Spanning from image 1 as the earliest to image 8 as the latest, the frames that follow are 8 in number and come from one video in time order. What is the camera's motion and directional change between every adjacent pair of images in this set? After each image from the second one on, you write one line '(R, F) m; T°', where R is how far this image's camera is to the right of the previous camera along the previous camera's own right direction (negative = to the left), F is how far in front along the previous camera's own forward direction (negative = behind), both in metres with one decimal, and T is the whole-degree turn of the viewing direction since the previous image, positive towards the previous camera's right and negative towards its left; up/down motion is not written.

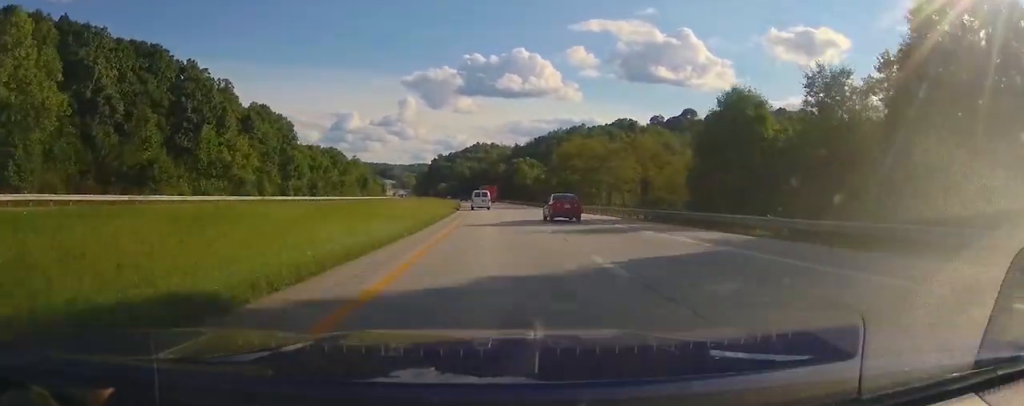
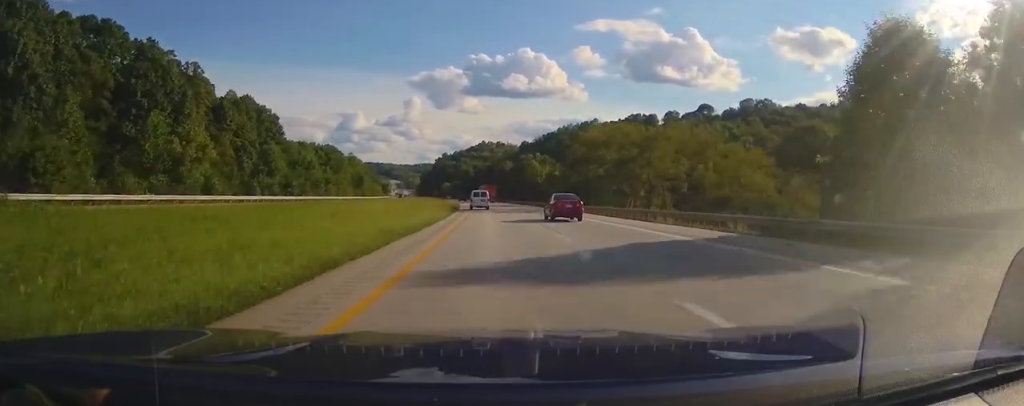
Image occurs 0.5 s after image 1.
(-0.1, +17.1) m; 0°
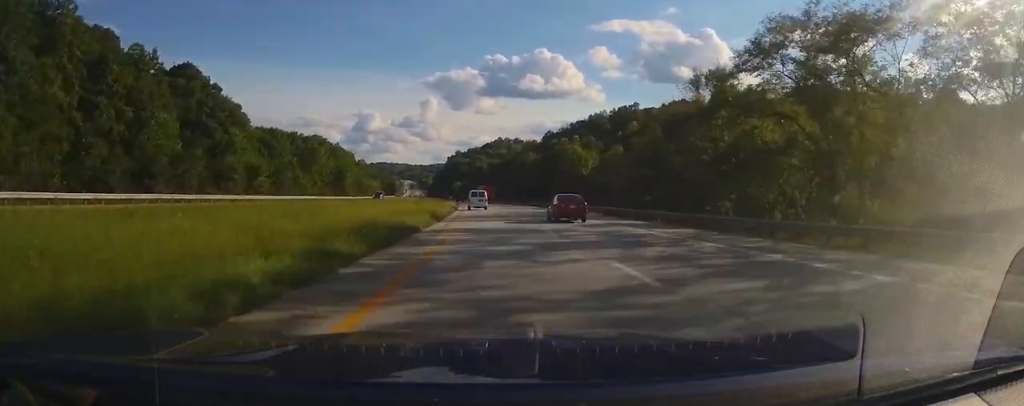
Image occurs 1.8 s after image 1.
(-0.5, +44.8) m; -1°
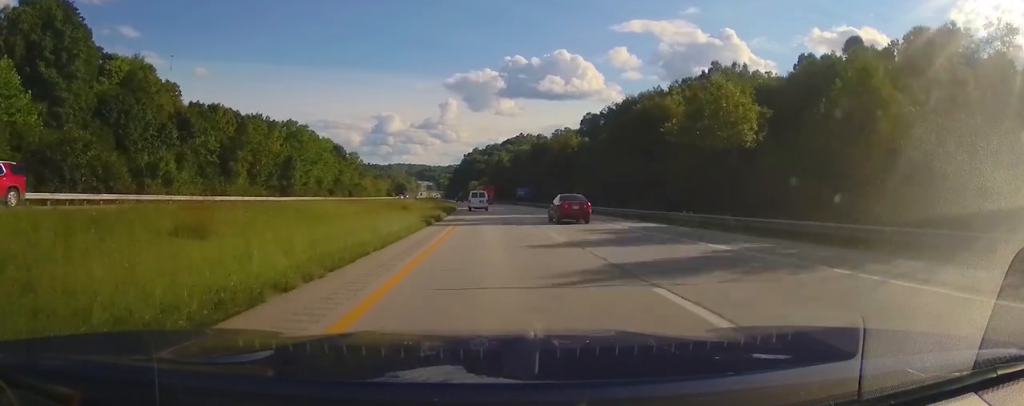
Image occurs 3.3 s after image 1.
(-1.2, +51.8) m; -3°
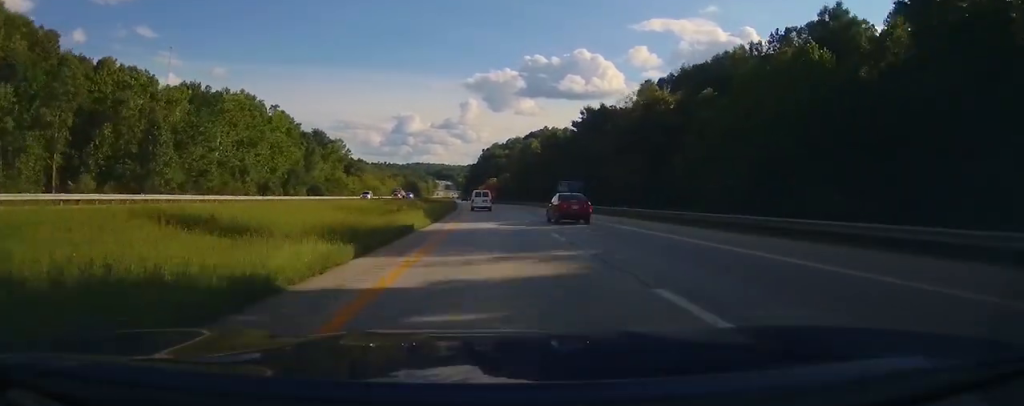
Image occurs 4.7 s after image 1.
(-1.0, +48.7) m; -2°
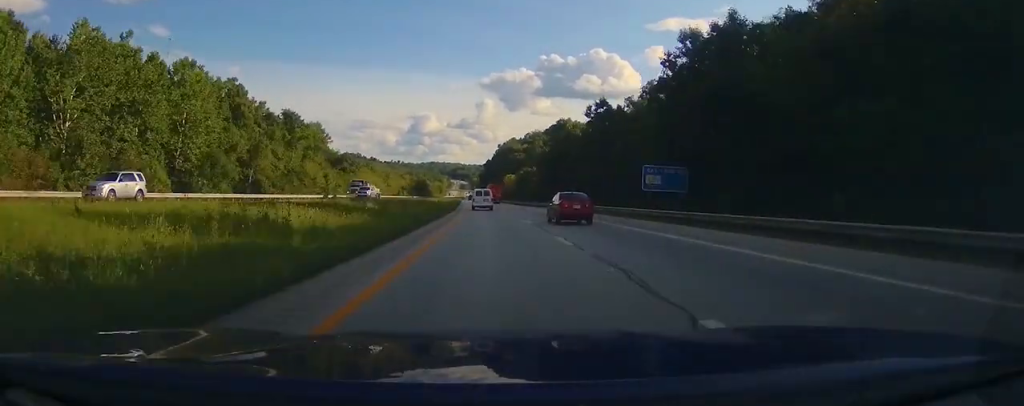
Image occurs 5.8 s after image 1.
(-0.4, +38.6) m; -1°
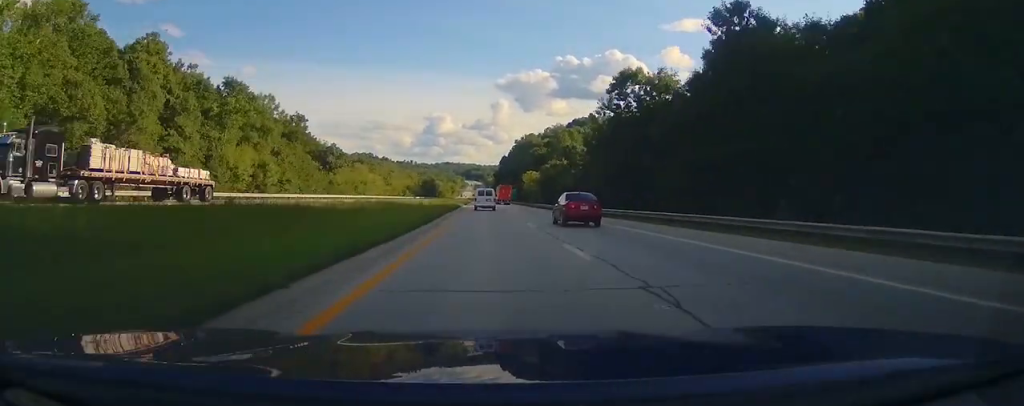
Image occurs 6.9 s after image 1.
(-0.3, +39.9) m; -1°
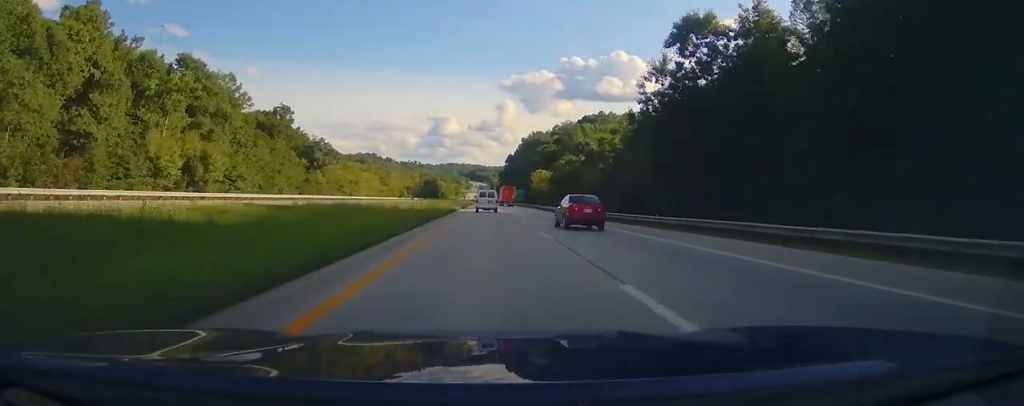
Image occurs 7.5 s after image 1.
(0.0, +18.8) m; -1°
